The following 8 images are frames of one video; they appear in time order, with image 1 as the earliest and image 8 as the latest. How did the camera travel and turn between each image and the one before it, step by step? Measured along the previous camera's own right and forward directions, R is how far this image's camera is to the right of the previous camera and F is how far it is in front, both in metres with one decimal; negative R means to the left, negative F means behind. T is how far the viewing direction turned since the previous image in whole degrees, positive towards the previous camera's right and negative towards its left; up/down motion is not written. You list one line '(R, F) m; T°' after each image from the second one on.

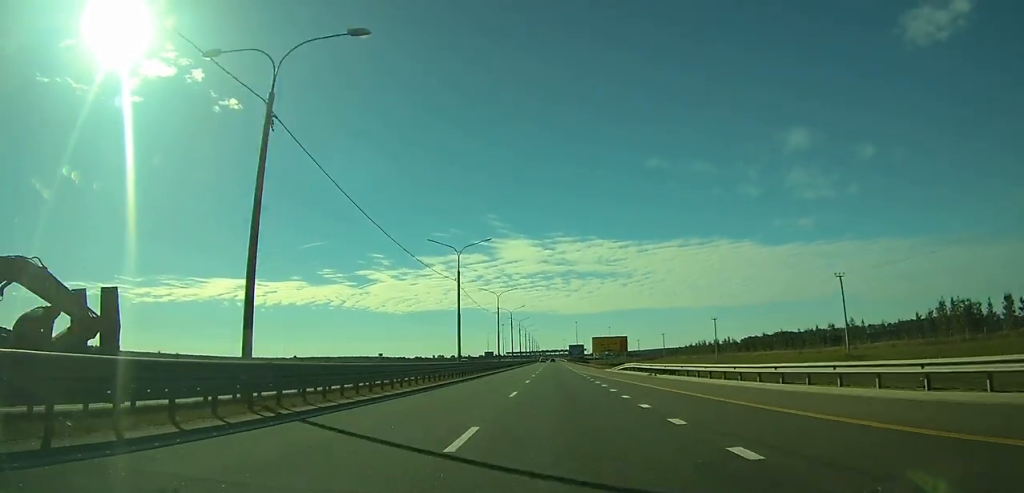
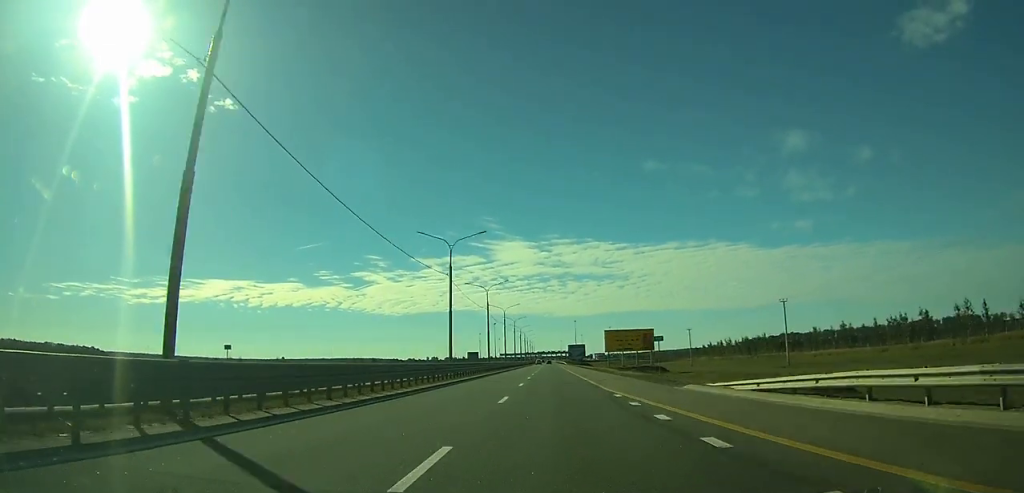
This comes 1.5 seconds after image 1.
(0.0, +38.5) m; 0°
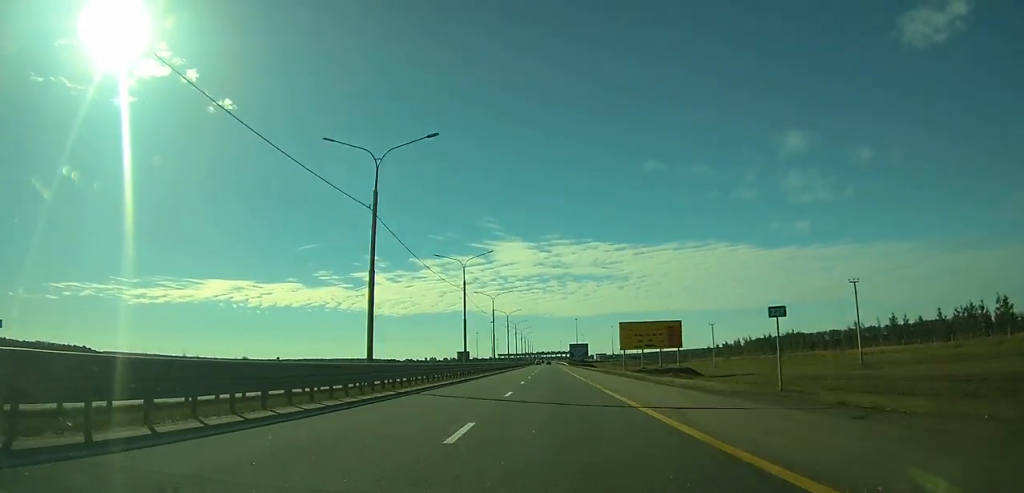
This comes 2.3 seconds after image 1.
(0.0, +20.9) m; 0°
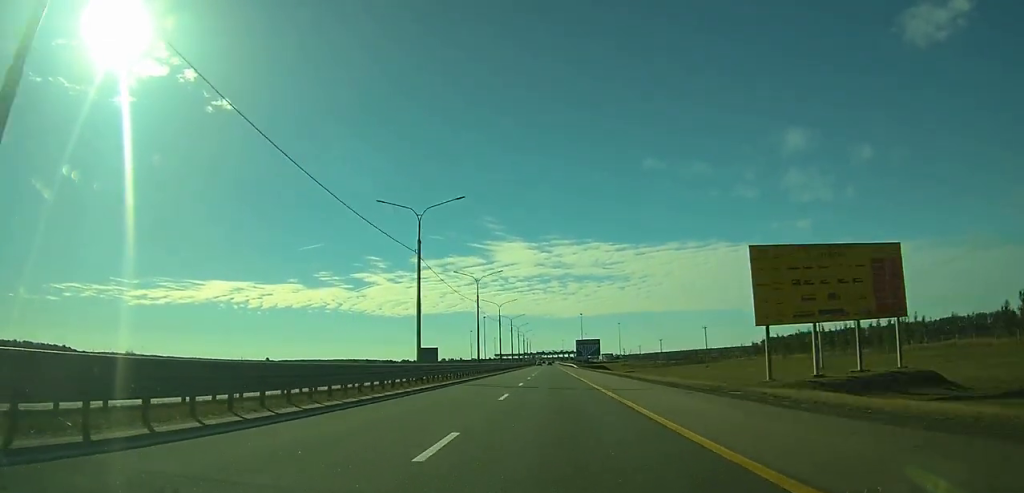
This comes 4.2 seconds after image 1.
(+0.1, +49.9) m; 0°
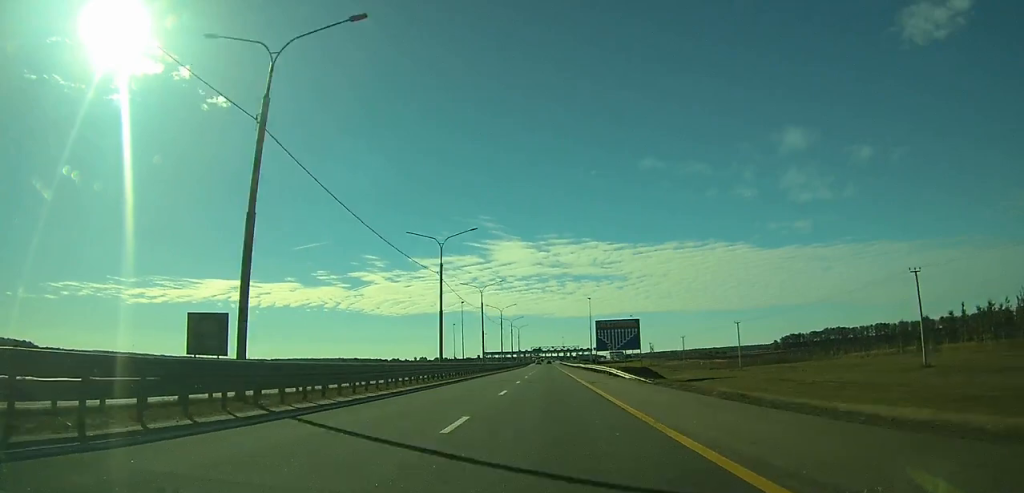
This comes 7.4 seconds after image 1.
(-0.1, +80.8) m; 0°
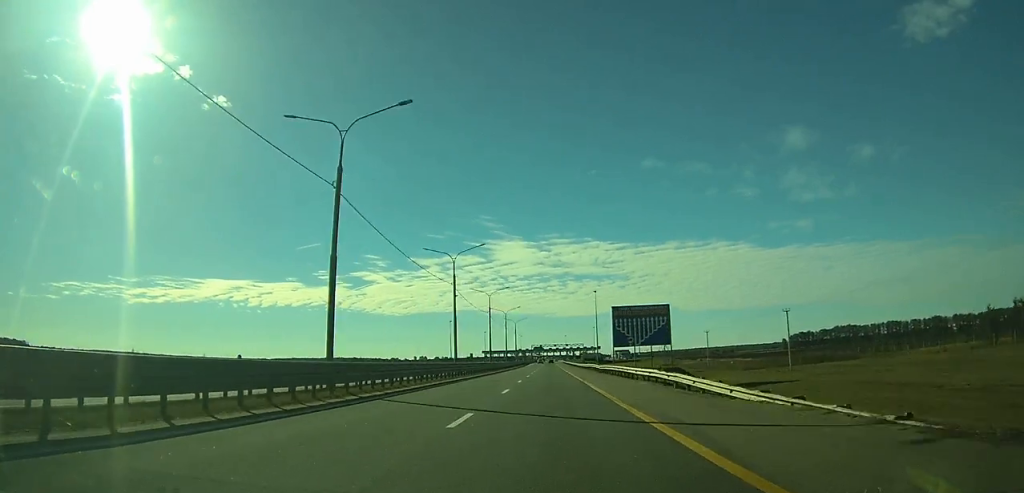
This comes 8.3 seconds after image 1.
(0.0, +23.2) m; 0°
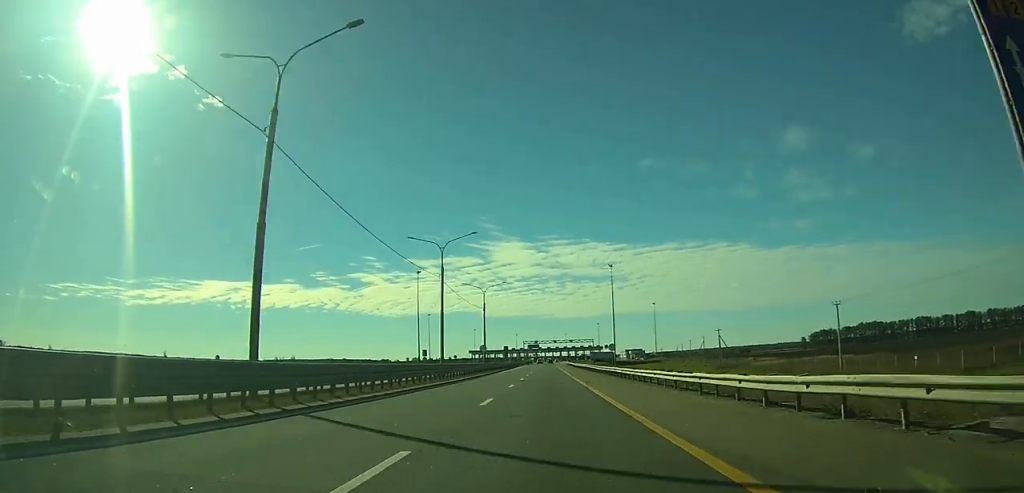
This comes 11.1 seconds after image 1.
(-0.1, +65.2) m; 0°
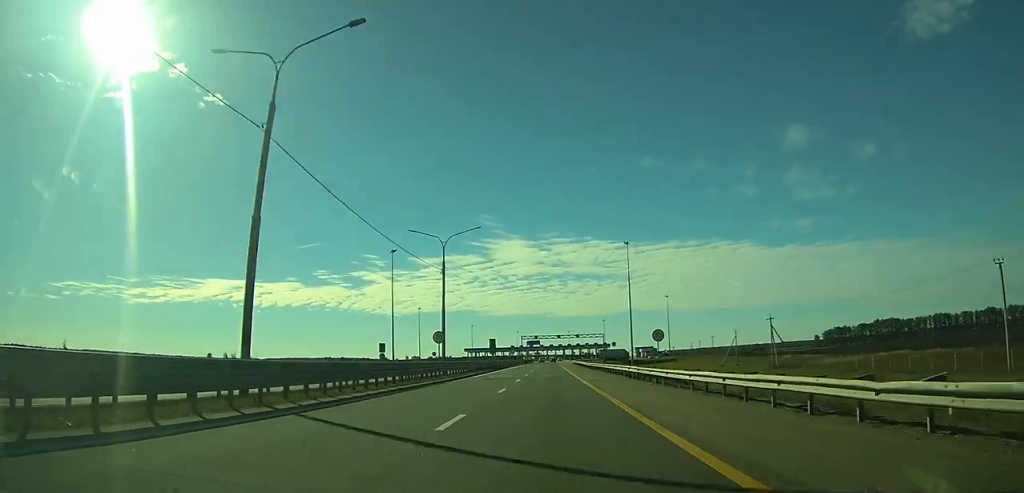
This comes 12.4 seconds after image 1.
(0.0, +30.5) m; 0°
